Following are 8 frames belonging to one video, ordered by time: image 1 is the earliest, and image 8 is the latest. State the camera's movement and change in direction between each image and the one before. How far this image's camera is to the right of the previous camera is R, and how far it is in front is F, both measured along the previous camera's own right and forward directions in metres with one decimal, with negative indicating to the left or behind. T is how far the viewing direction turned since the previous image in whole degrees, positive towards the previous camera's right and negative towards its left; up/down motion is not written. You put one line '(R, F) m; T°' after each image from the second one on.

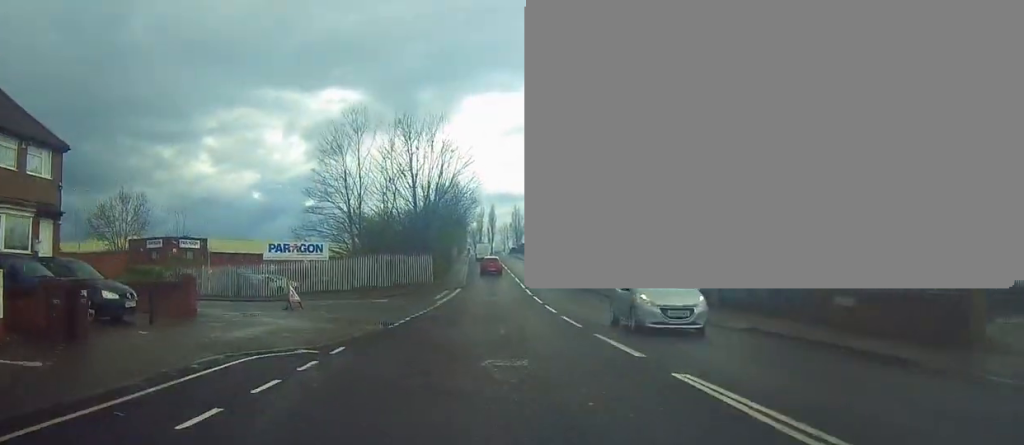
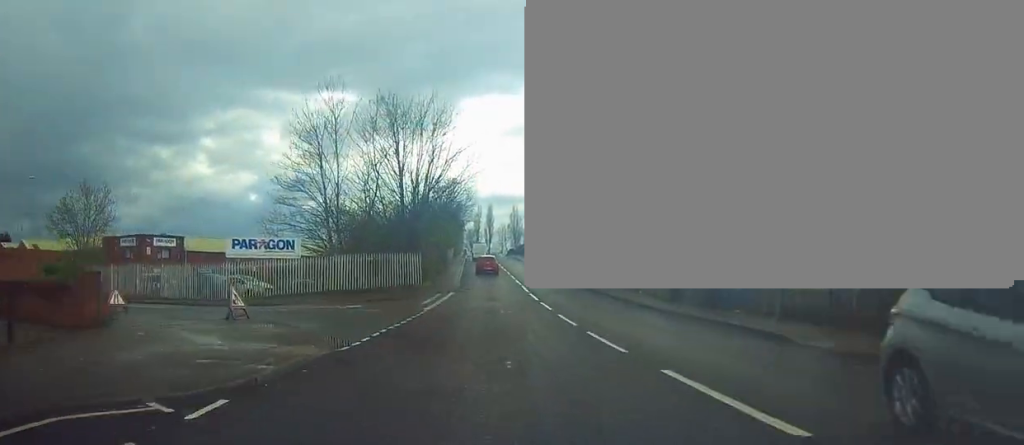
(0.0, +5.5) m; +1°
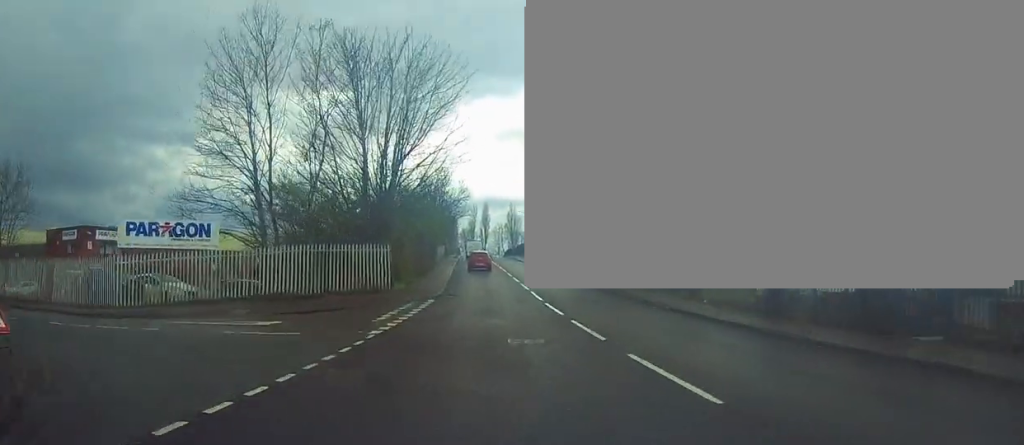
(+0.2, +10.6) m; +2°
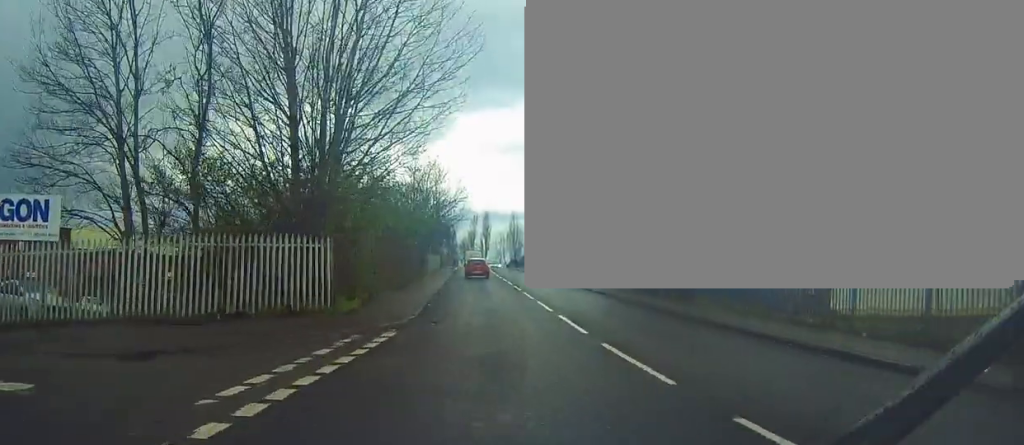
(+0.1, +10.5) m; 0°
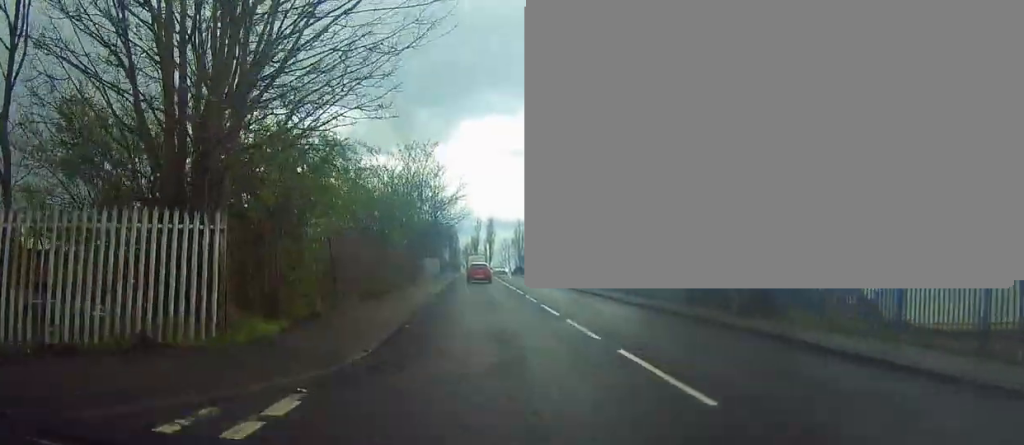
(-0.1, +7.2) m; 0°
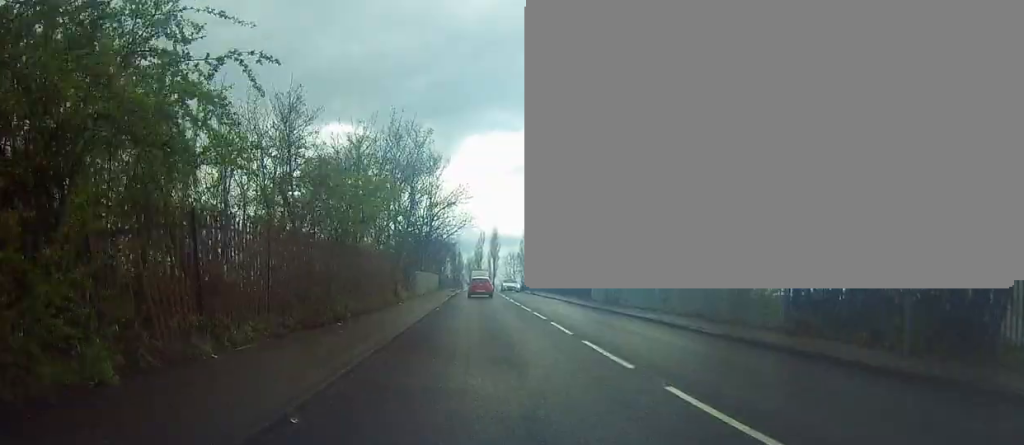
(+0.1, +8.6) m; 0°
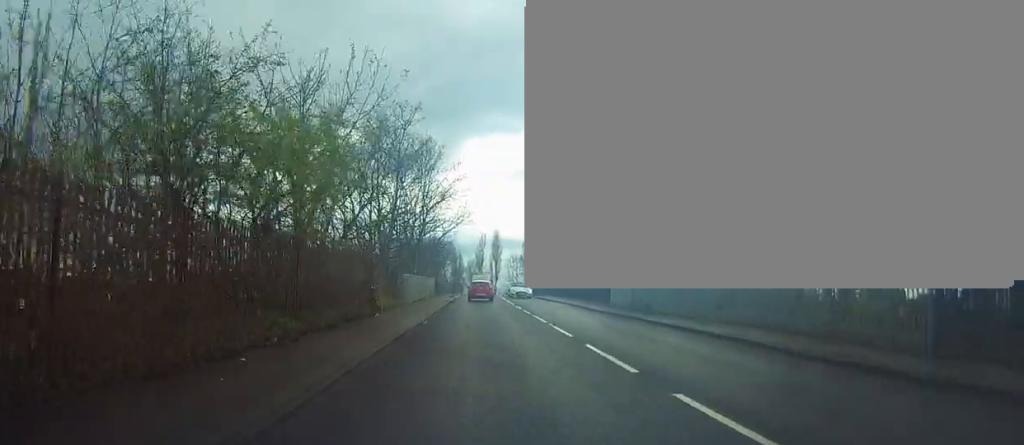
(0.0, +6.3) m; 0°
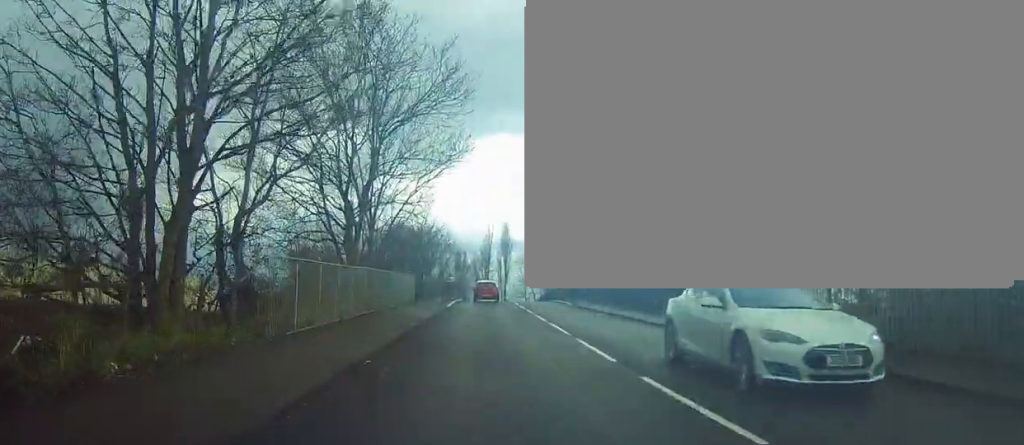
(0.0, +21.9) m; -1°
